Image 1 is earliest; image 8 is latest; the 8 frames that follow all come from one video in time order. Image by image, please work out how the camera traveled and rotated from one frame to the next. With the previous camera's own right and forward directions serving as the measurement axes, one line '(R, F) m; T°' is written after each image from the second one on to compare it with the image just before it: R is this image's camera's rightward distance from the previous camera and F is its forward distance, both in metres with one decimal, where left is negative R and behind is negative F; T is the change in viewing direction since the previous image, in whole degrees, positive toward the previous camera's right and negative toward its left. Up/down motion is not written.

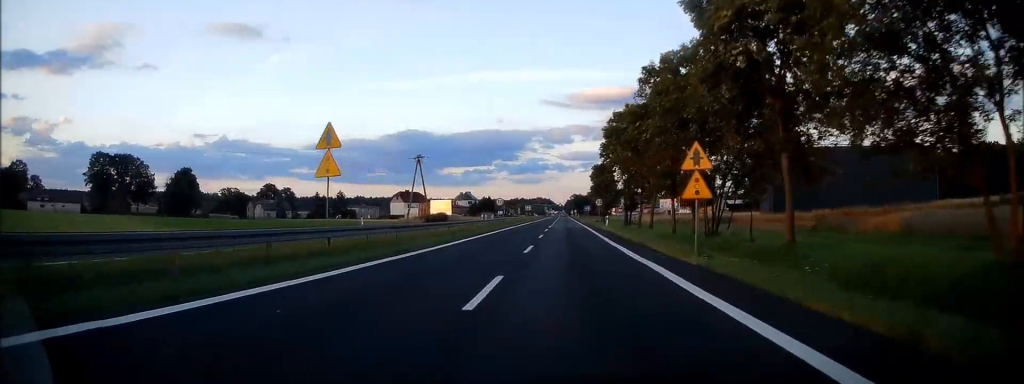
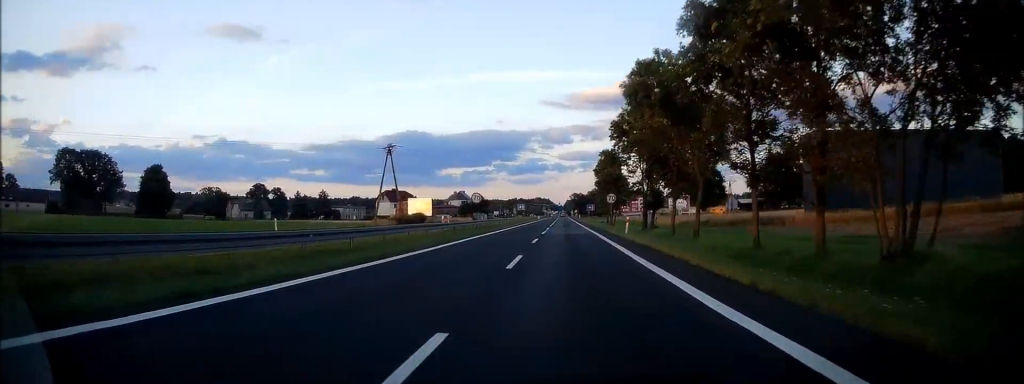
(0.0, +17.8) m; 0°
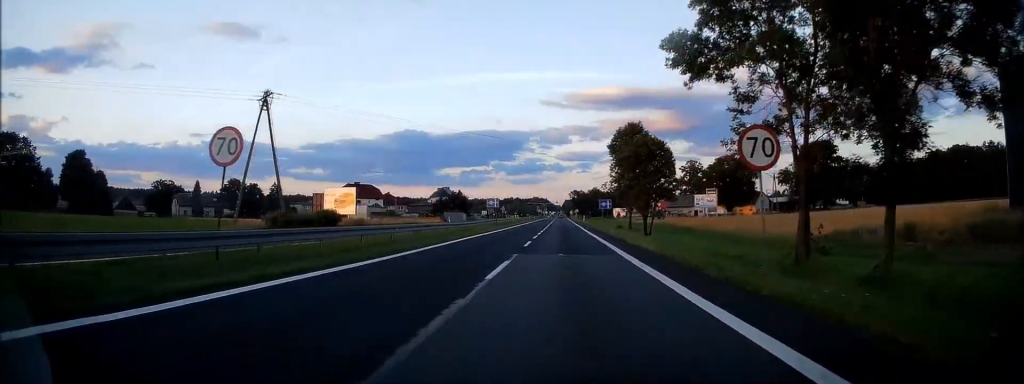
(0.0, +38.3) m; 0°
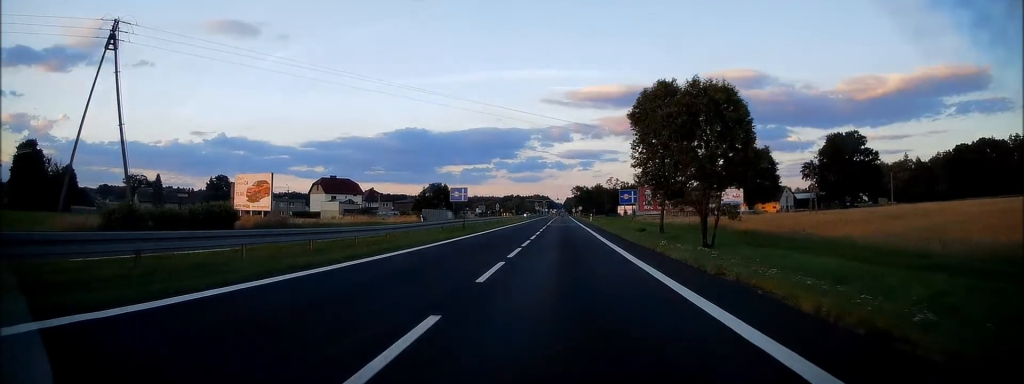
(-0.1, +21.0) m; 0°
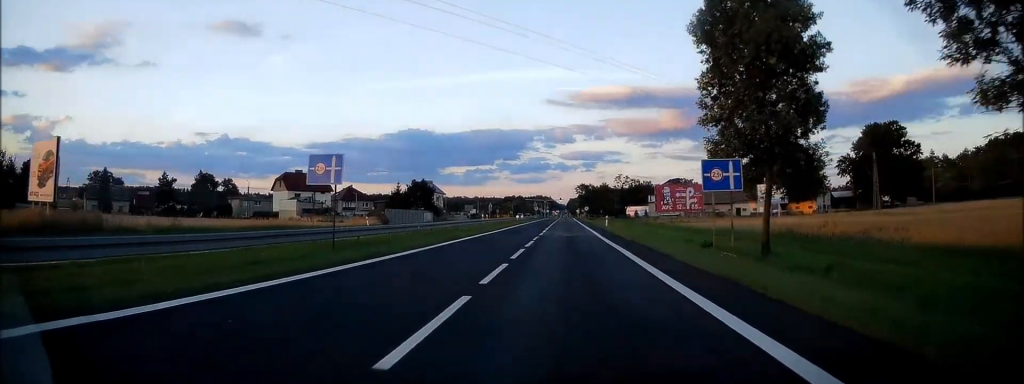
(+0.1, +24.4) m; +1°
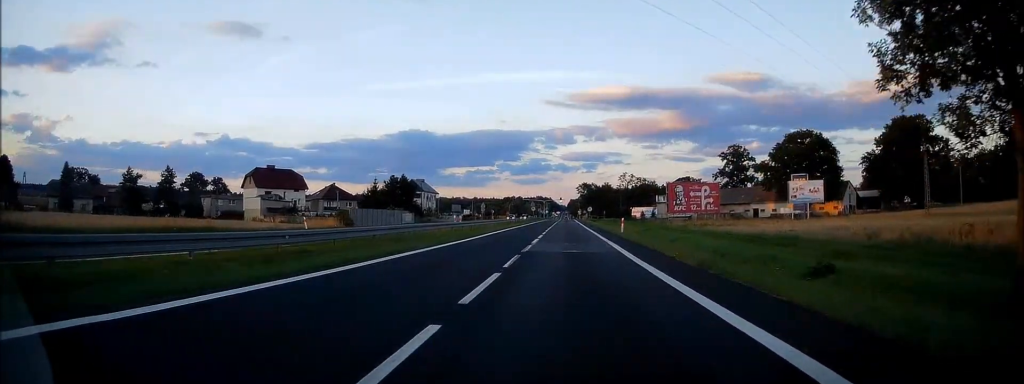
(+0.1, +14.5) m; 0°
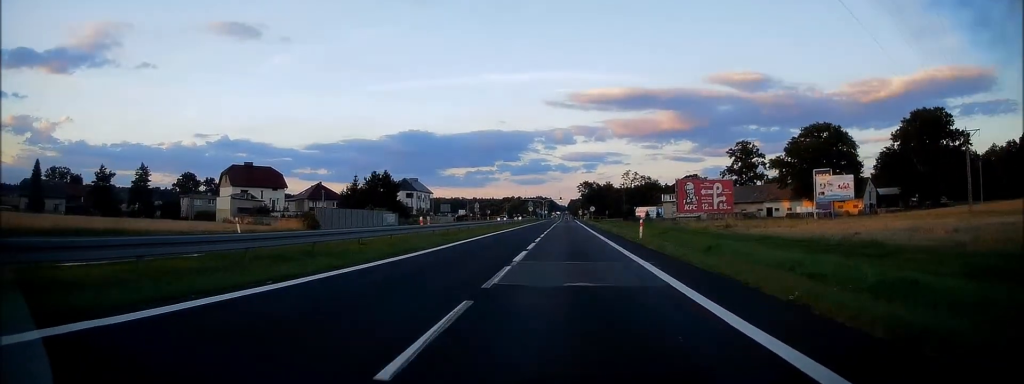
(+0.1, +9.9) m; 0°
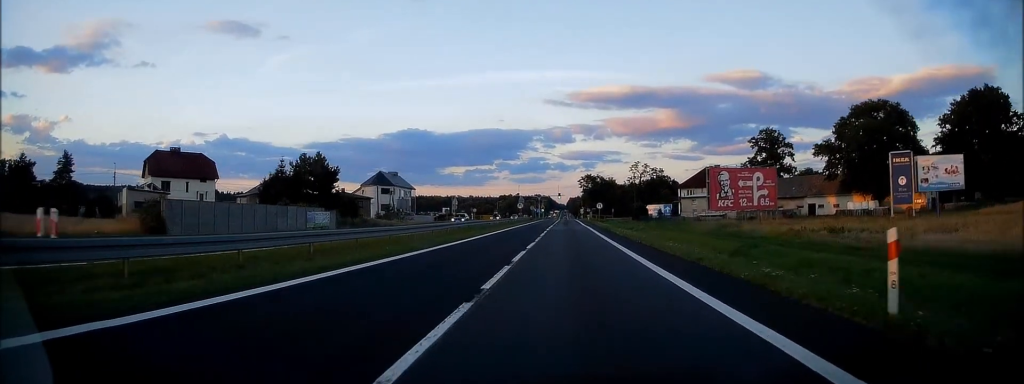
(-0.4, +24.5) m; 0°
